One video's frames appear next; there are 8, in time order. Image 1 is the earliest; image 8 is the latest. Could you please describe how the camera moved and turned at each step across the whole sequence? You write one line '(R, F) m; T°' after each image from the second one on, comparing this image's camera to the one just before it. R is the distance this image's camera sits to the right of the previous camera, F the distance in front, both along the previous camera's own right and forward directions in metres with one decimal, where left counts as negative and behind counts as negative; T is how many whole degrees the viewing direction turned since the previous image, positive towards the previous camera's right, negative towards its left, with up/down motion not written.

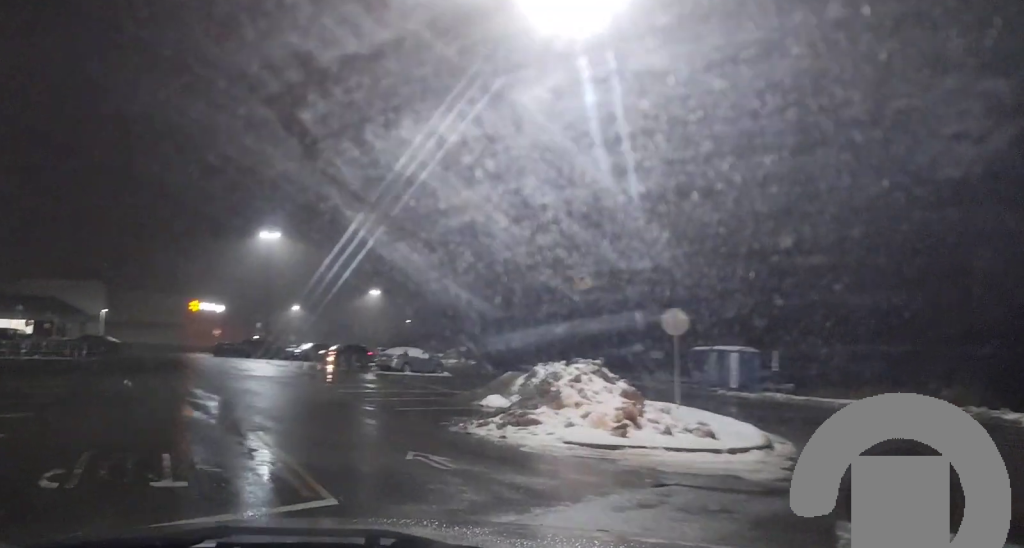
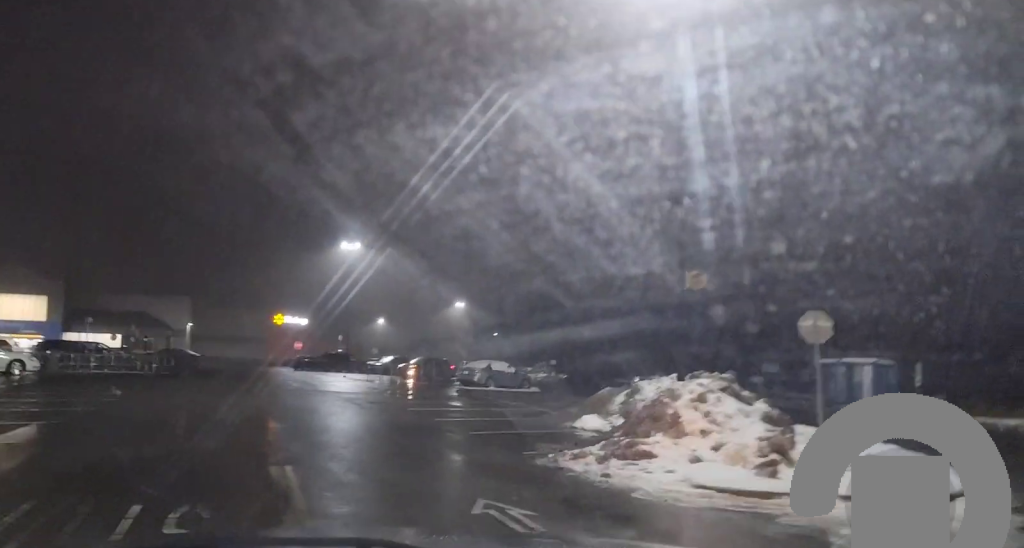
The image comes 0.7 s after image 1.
(-0.2, +3.5) m; -8°
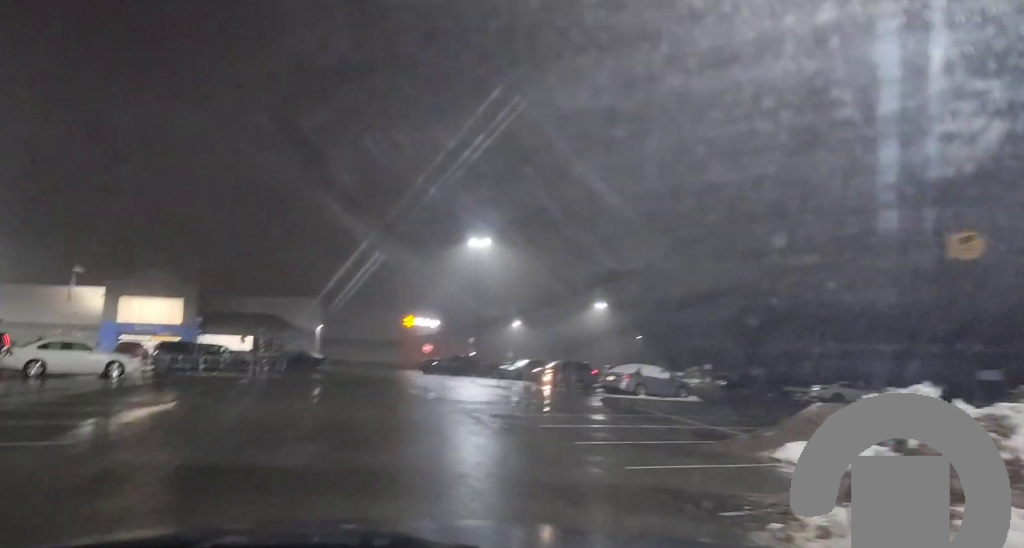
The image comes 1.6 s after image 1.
(-0.4, +5.2) m; -10°
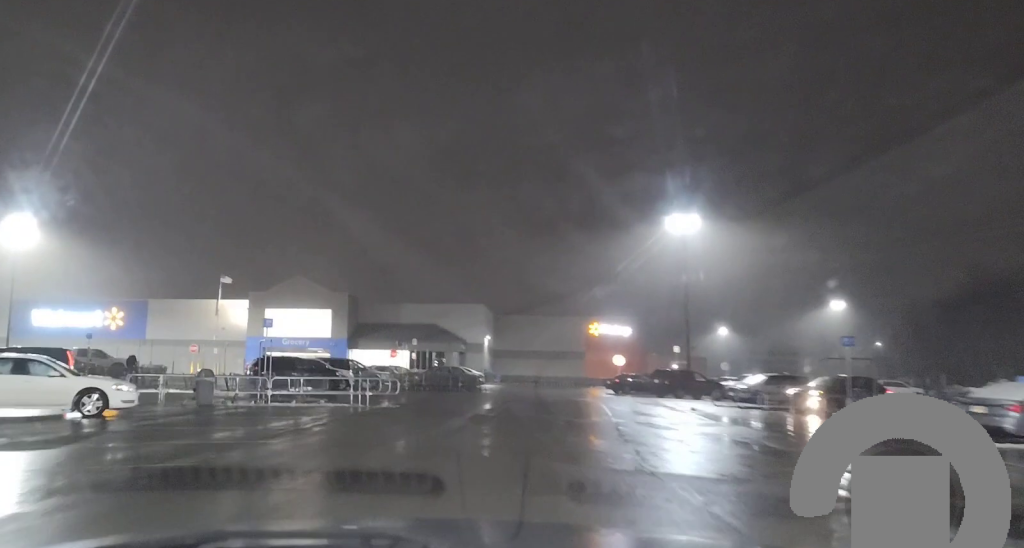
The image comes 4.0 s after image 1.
(-1.4, +14.6) m; -7°
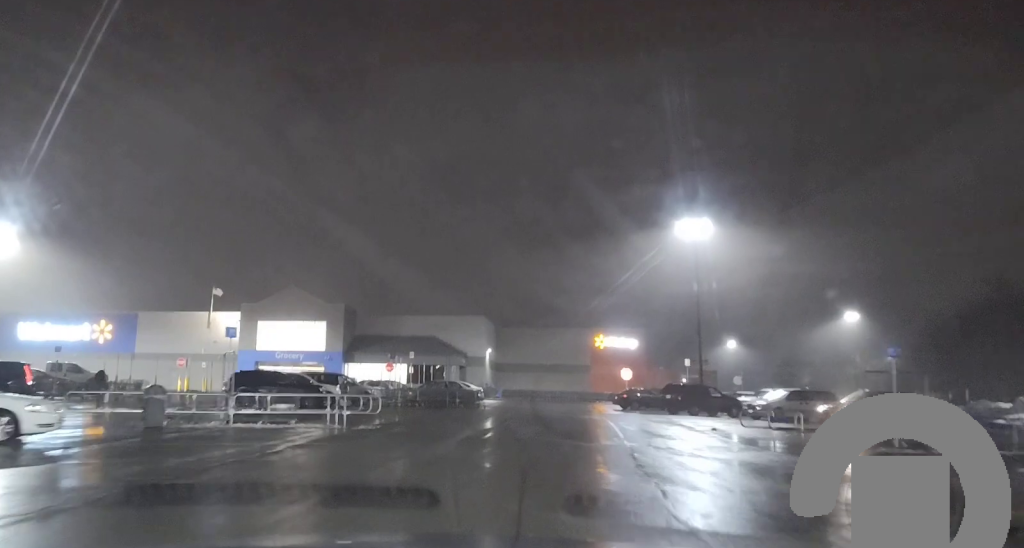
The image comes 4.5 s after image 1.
(0.0, +3.2) m; -2°
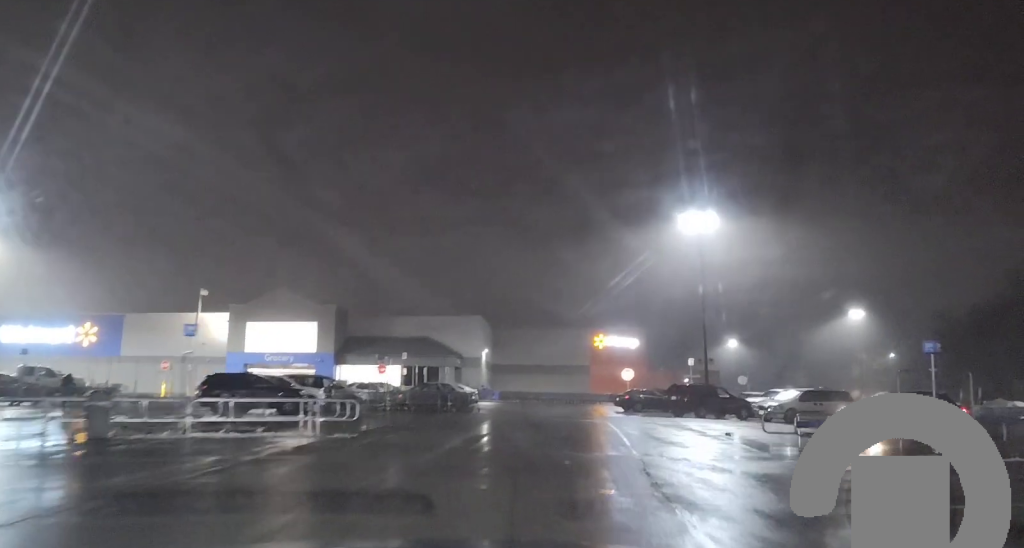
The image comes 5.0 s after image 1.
(-0.1, +2.7) m; -1°
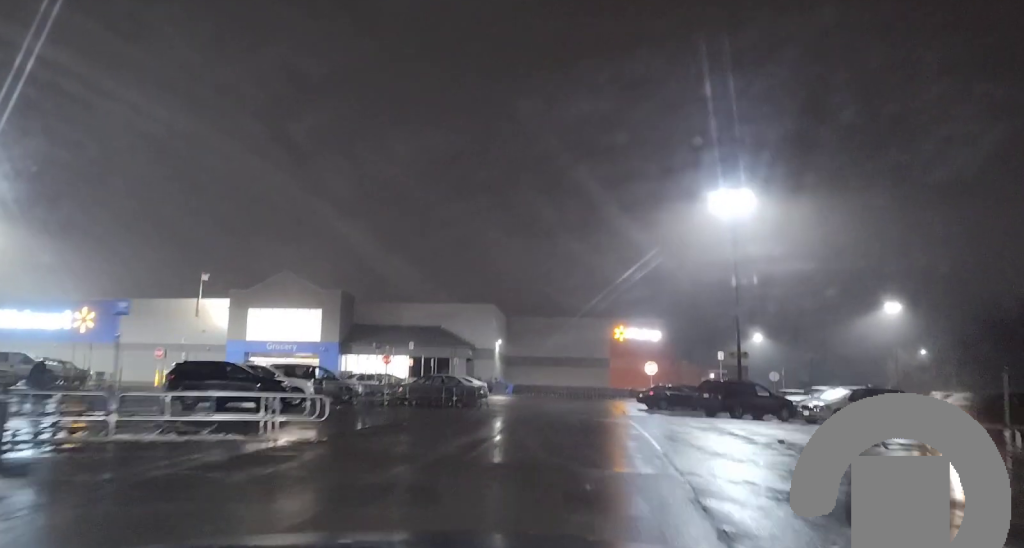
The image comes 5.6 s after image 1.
(-0.1, +4.3) m; -1°
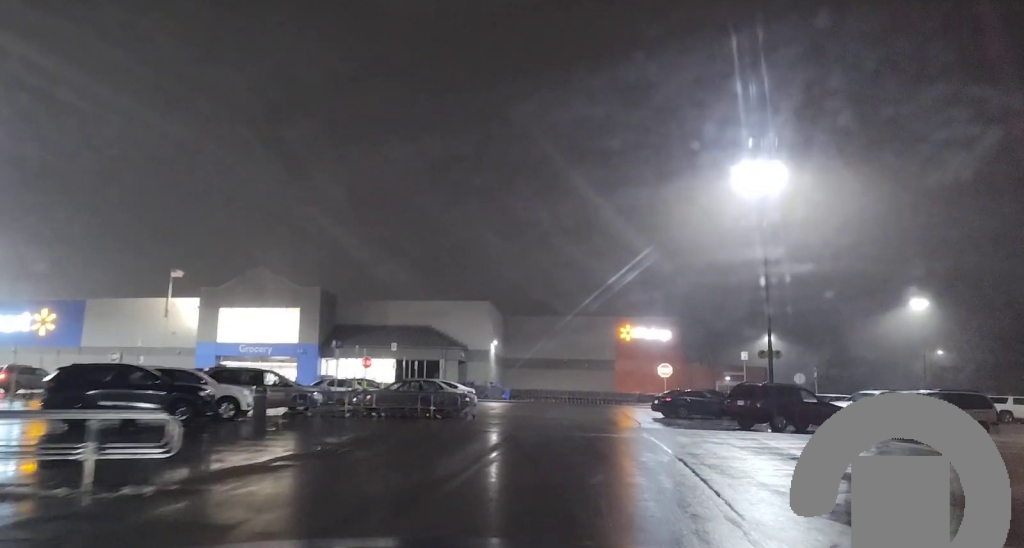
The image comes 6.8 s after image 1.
(+0.2, +7.1) m; +2°
